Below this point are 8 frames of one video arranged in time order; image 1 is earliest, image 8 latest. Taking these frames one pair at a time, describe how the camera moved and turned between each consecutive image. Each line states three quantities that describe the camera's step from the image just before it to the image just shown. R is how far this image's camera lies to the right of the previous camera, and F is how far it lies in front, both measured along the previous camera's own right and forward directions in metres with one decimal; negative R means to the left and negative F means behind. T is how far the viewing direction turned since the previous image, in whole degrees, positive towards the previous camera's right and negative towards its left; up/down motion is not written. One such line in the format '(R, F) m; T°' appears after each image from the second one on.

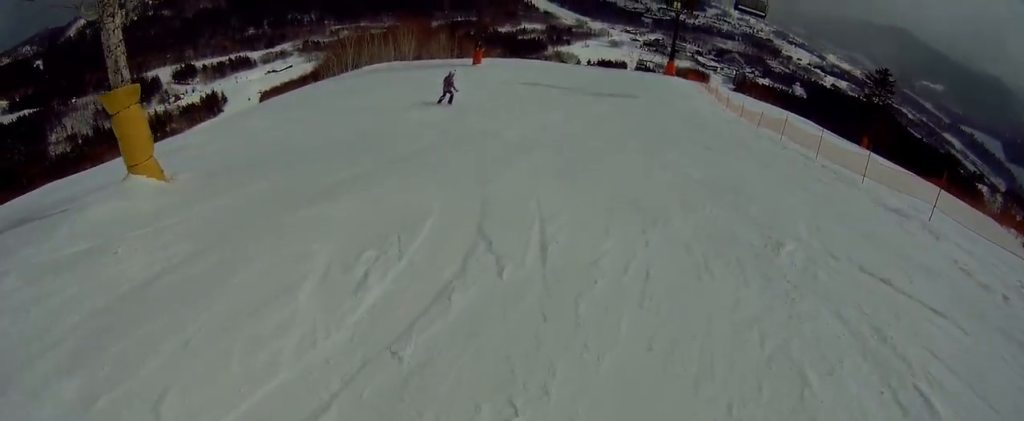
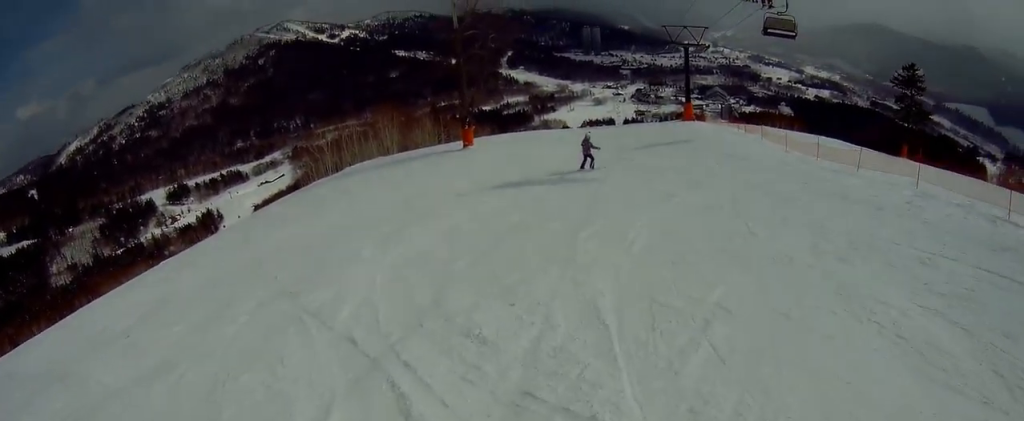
(-0.1, +10.2) m; -3°
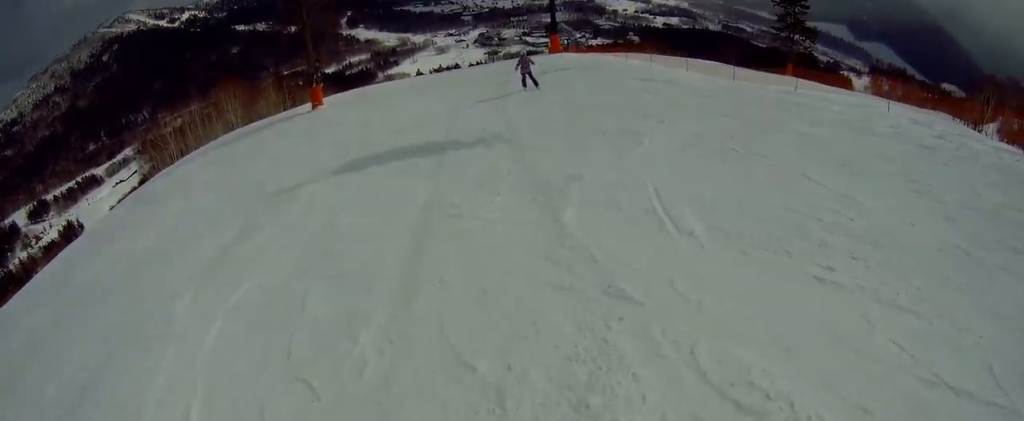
(-0.6, +3.8) m; 0°
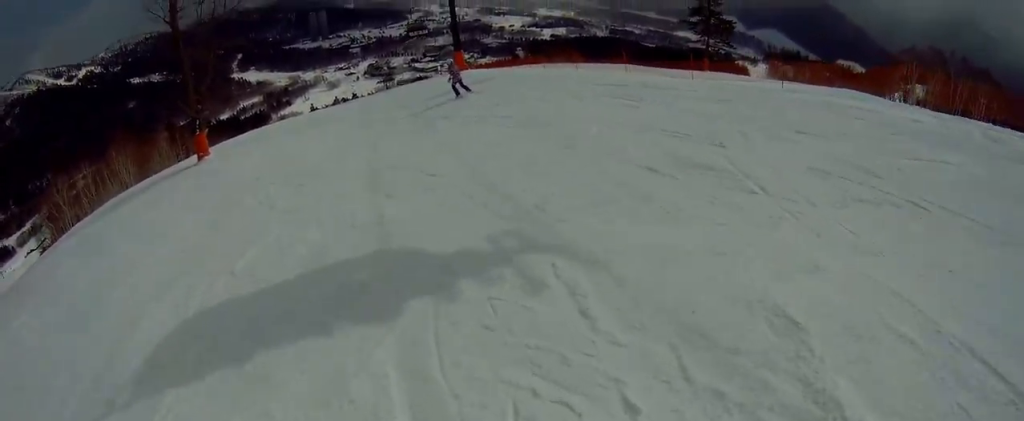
(-0.5, +3.5) m; +3°
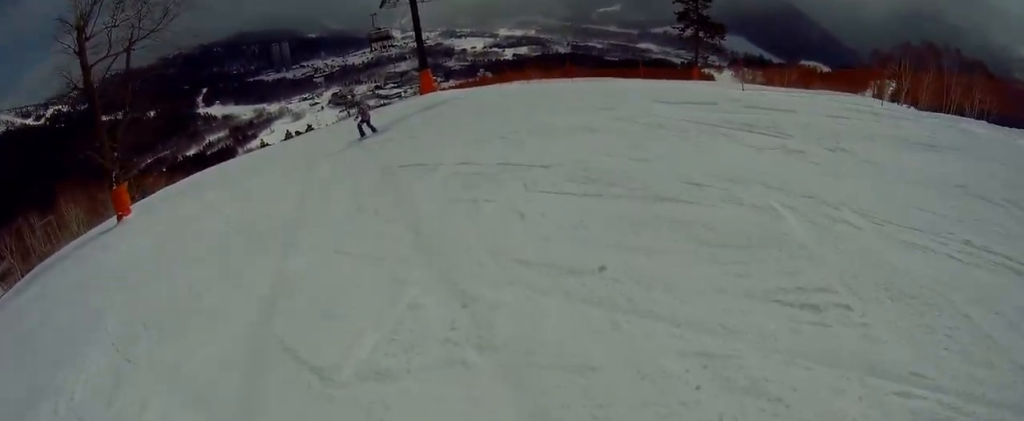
(+0.9, +3.9) m; +19°
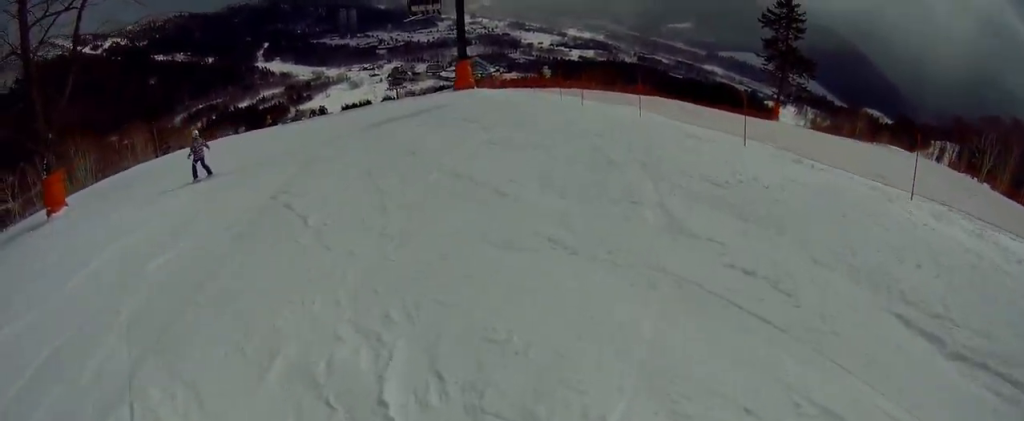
(+0.9, +4.5) m; +24°
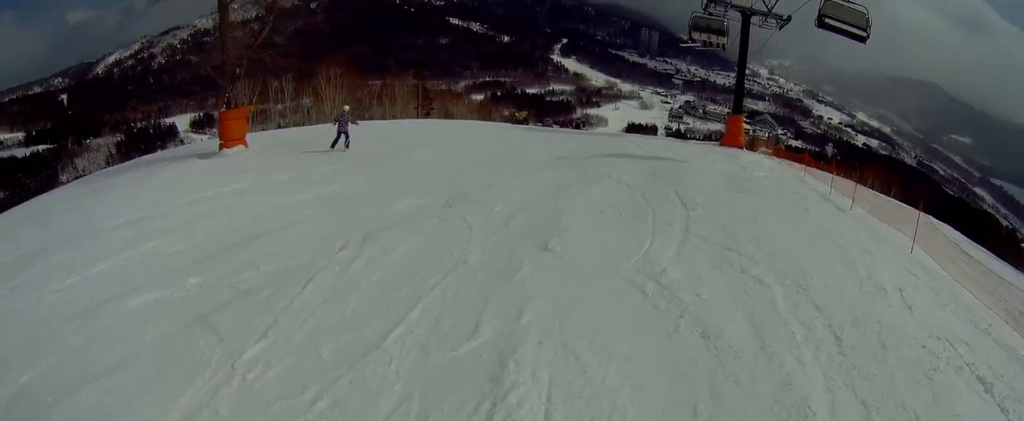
(+0.5, +1.8) m; -31°
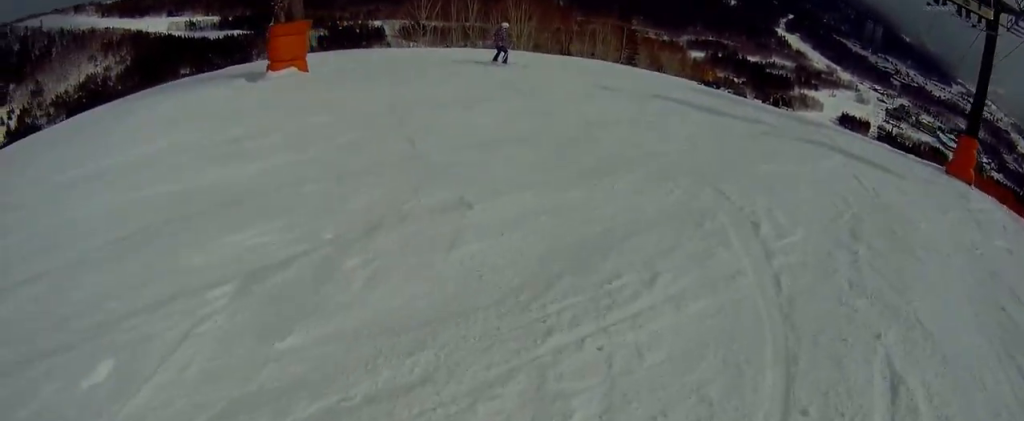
(-1.3, +1.4) m; -43°
